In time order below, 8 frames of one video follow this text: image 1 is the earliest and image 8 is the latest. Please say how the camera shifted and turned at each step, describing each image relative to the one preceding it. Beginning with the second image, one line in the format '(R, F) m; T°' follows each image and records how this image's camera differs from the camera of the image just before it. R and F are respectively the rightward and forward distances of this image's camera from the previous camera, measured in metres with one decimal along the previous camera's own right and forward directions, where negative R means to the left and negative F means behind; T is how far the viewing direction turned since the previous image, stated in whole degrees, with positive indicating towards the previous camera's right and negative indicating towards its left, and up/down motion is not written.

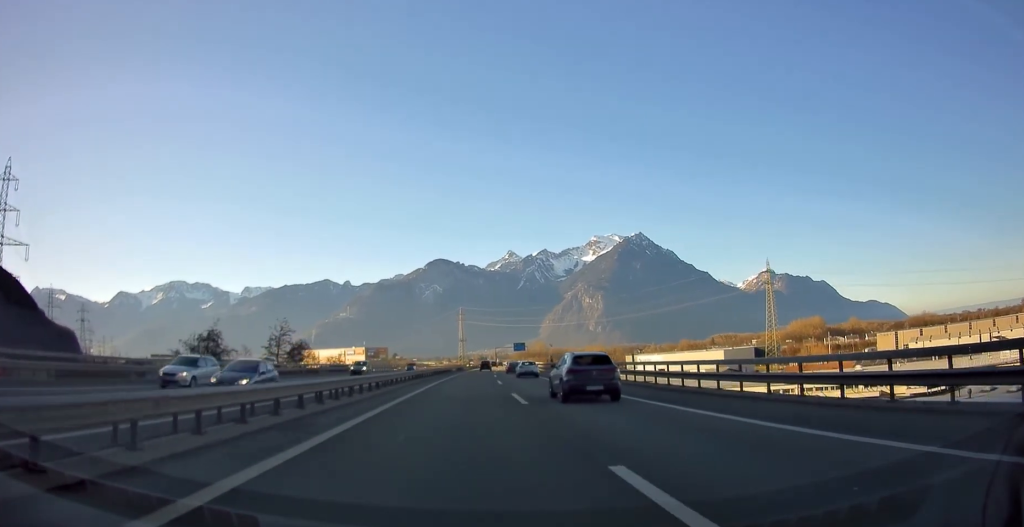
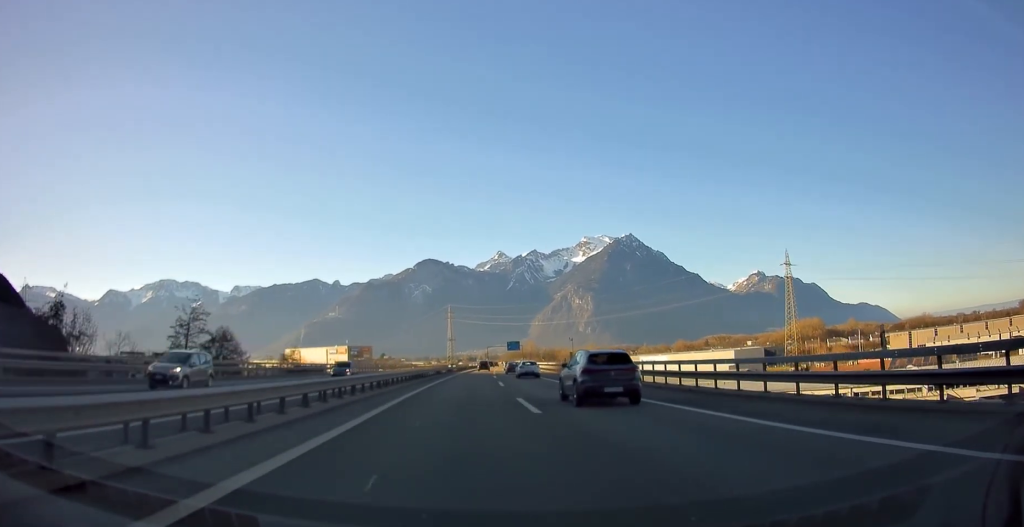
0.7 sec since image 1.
(+0.1, +22.0) m; +1°
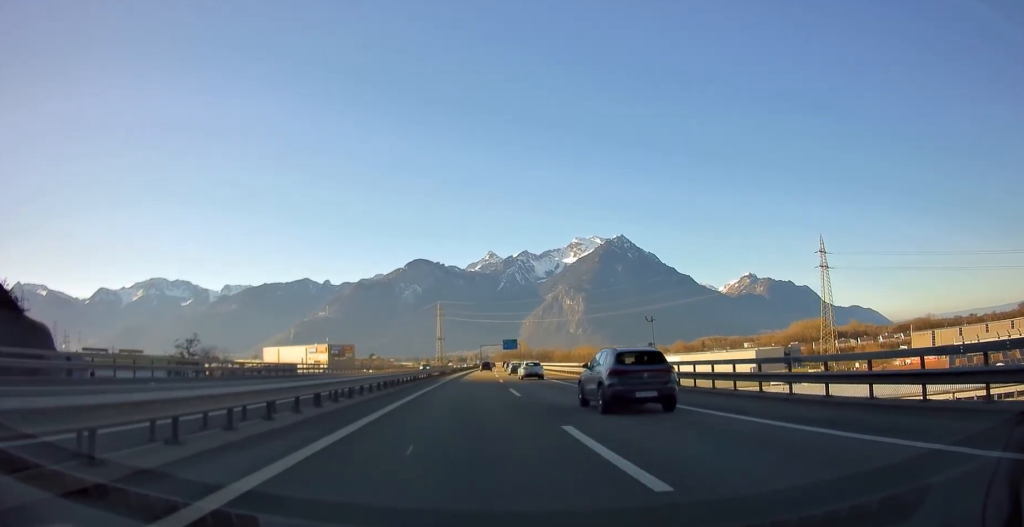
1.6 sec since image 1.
(+0.2, +27.5) m; +2°
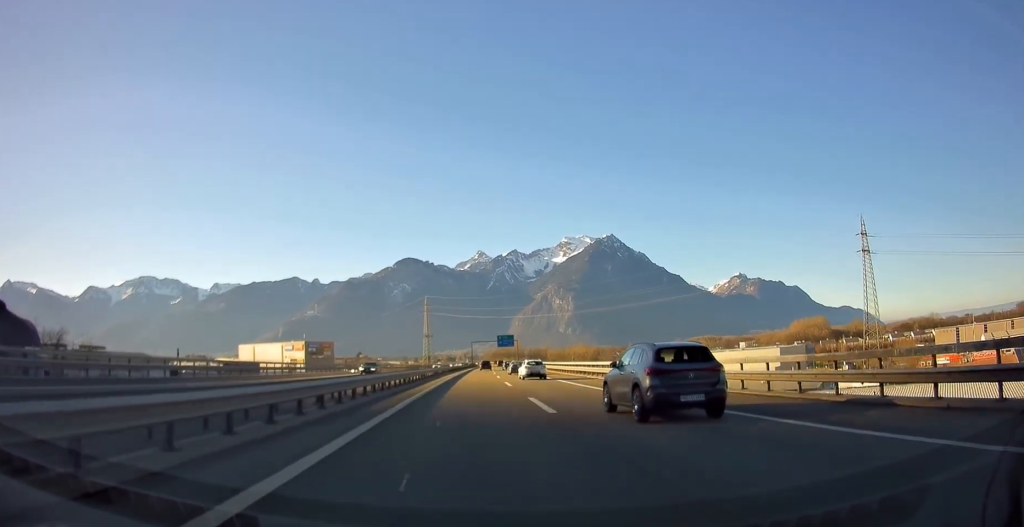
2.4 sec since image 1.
(+0.5, +25.5) m; +1°
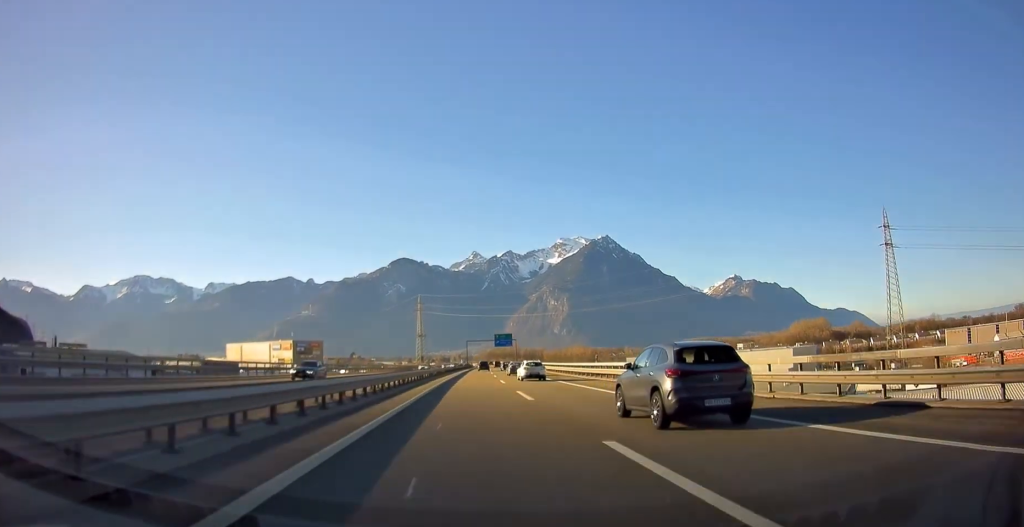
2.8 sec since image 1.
(+0.2, +12.8) m; 0°
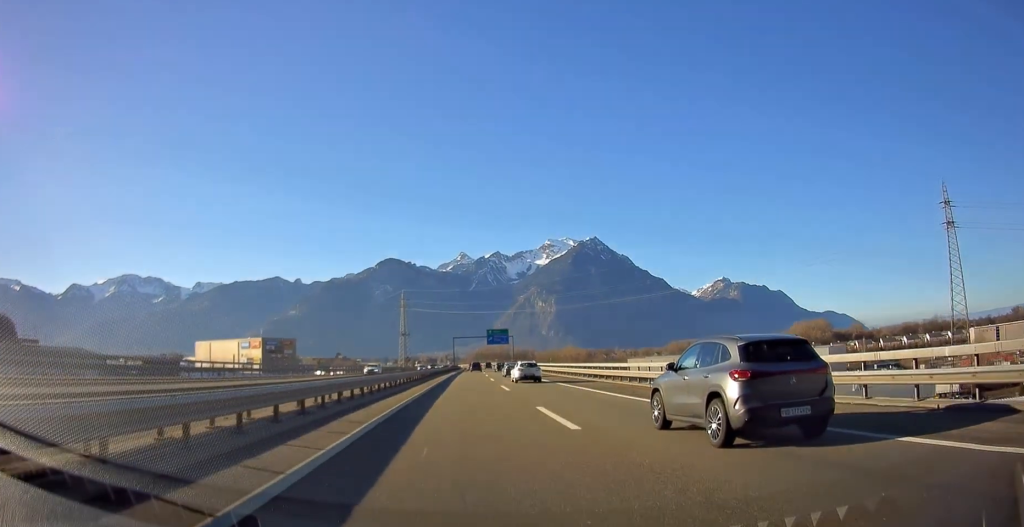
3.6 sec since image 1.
(-0.2, +27.8) m; +1°
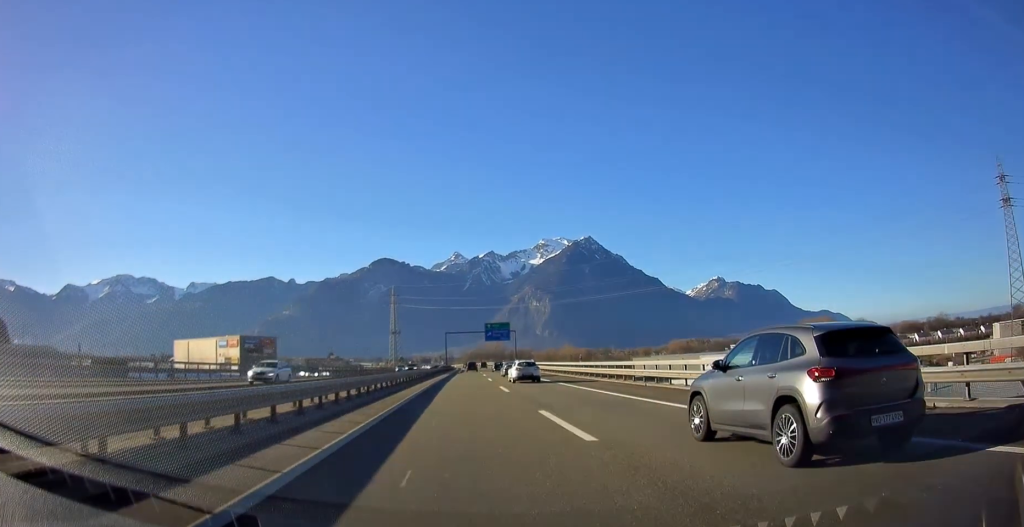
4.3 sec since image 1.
(+0.3, +20.3) m; +1°
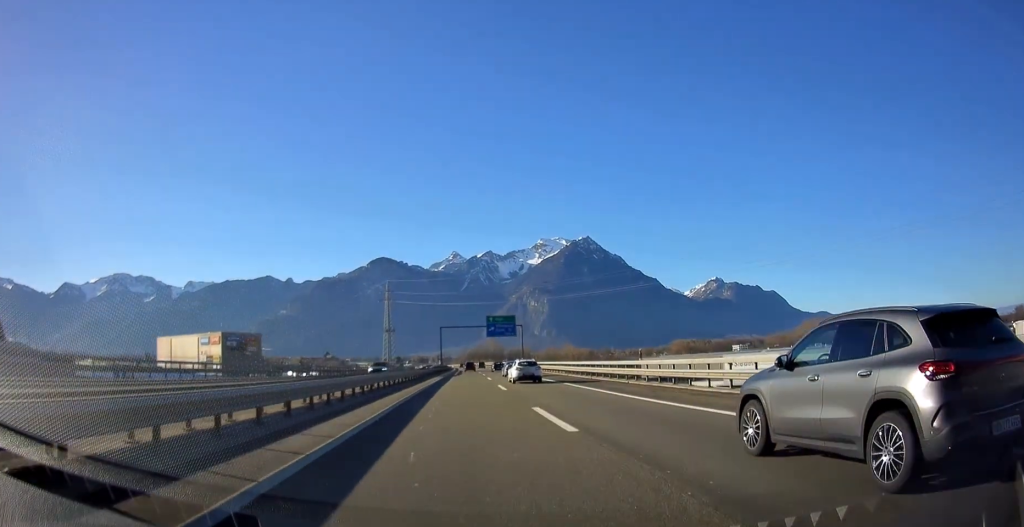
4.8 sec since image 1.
(+0.3, +17.1) m; +1°
